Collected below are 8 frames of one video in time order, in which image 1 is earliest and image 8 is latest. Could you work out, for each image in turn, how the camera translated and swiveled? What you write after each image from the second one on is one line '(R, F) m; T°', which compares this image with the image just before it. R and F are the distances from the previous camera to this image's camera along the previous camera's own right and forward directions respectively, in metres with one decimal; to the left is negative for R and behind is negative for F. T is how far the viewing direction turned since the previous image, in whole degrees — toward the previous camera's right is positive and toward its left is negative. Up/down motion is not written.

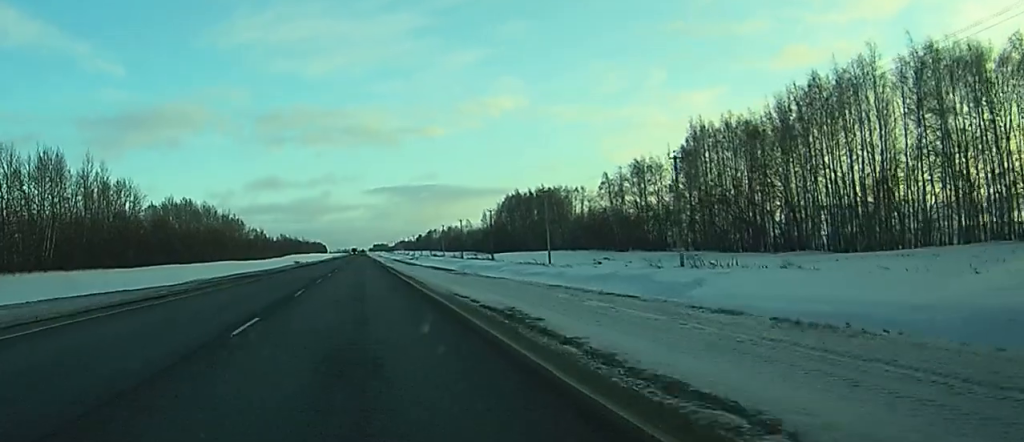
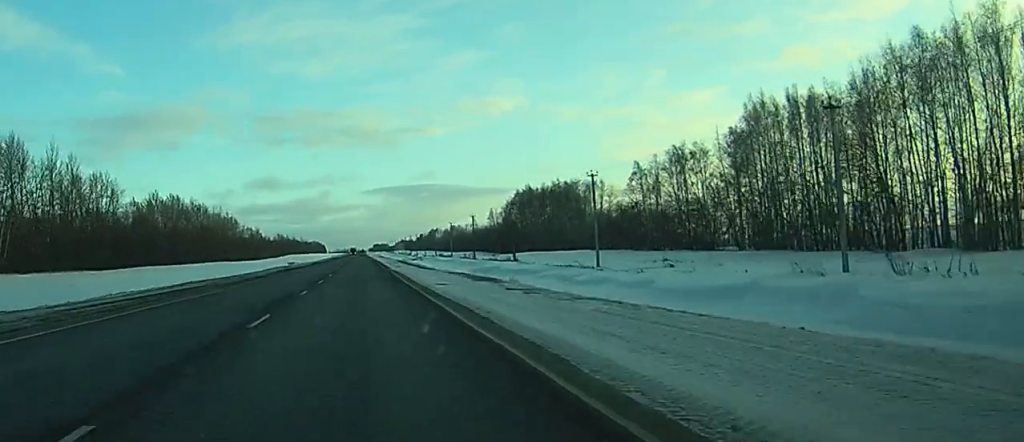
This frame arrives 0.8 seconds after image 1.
(0.0, +21.9) m; 0°
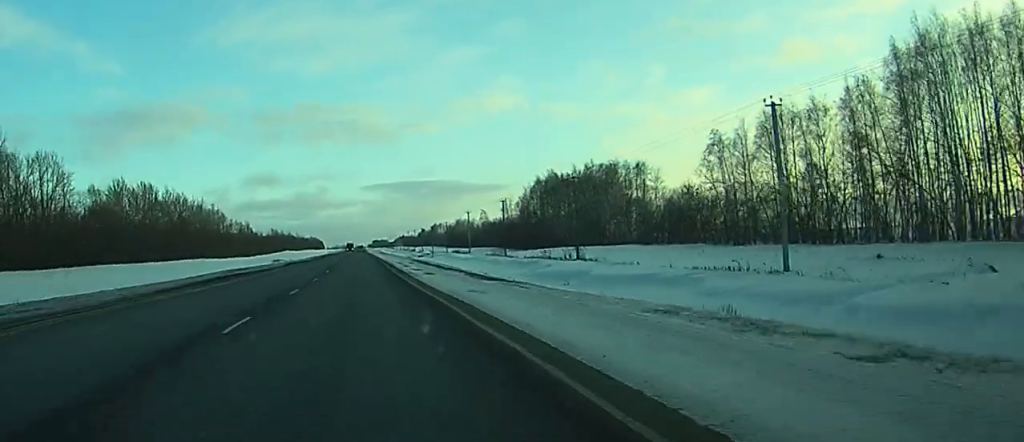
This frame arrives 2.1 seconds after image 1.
(0.0, +38.3) m; 0°
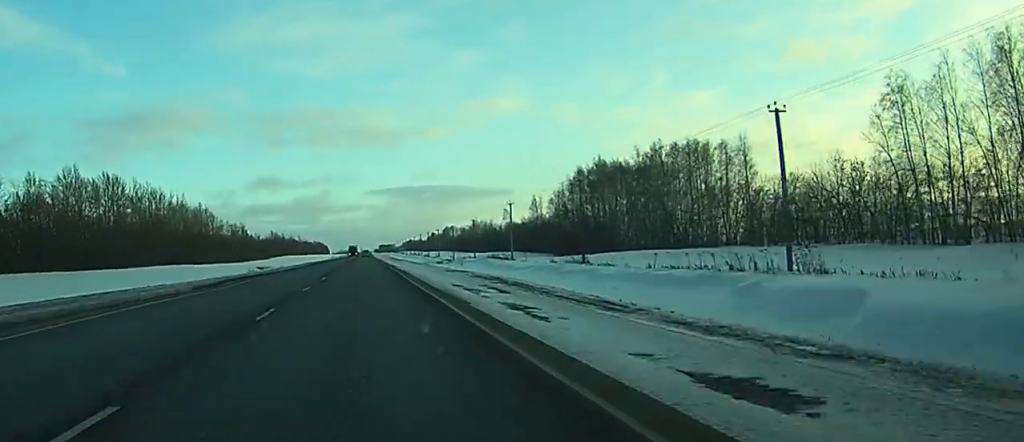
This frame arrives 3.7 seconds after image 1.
(0.0, +45.2) m; 0°
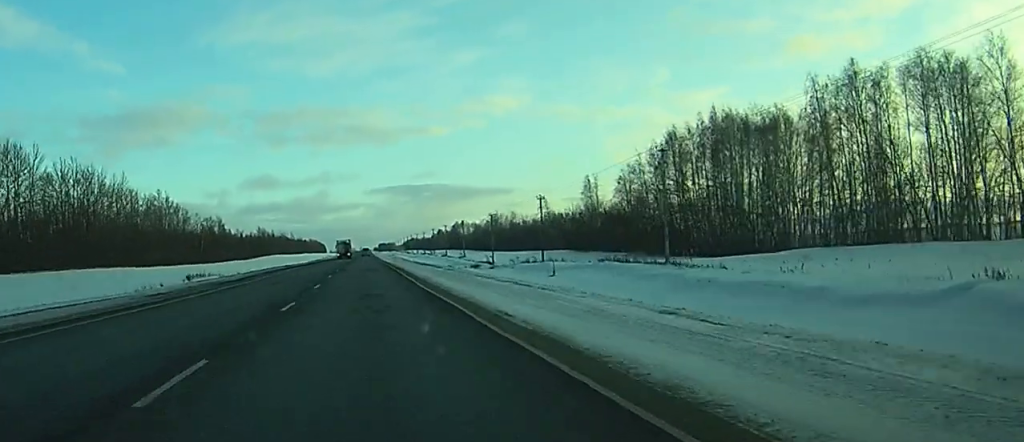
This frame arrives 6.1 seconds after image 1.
(0.0, +69.2) m; 0°
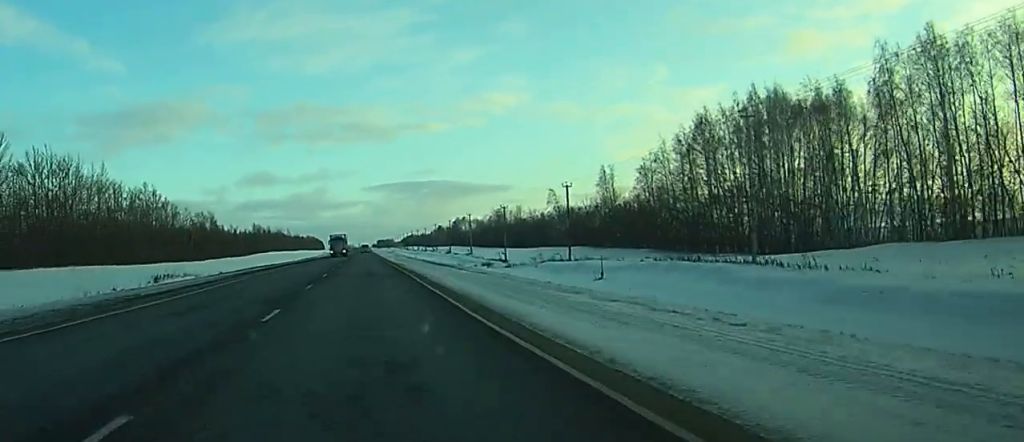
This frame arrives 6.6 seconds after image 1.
(0.0, +15.4) m; 0°
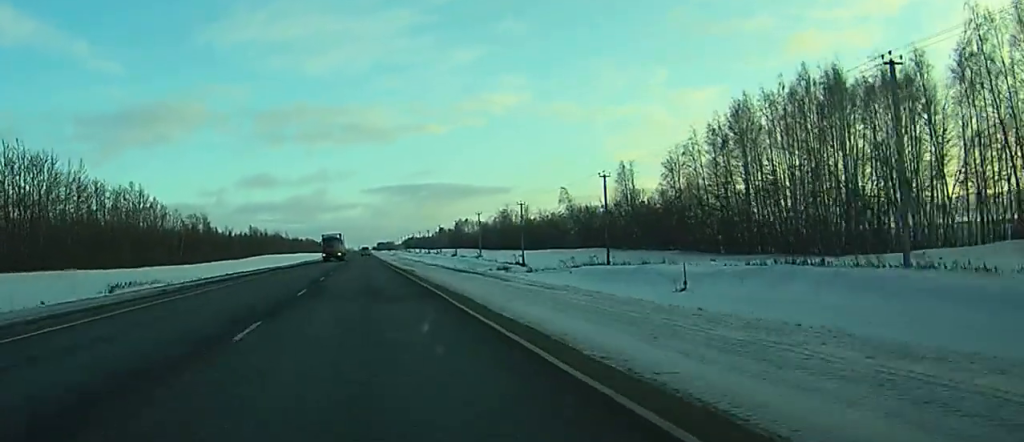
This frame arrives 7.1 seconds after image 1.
(0.0, +15.3) m; 0°
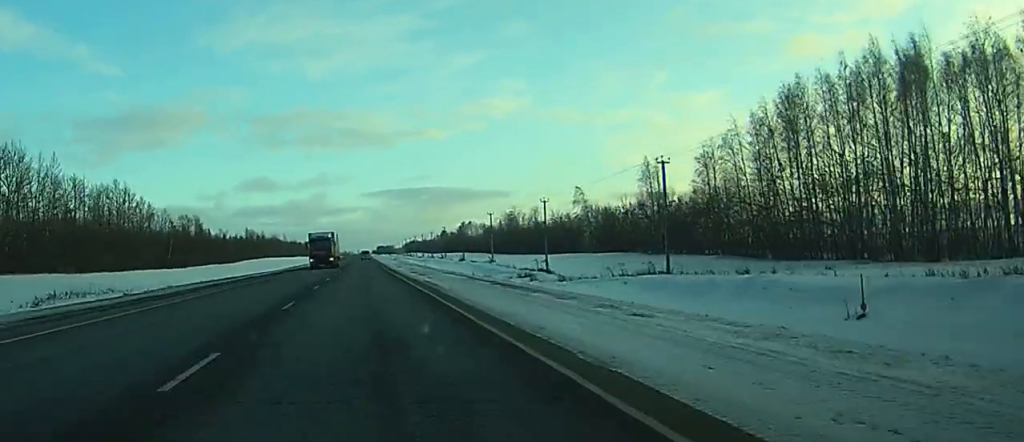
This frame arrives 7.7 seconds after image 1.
(0.0, +16.3) m; 0°
